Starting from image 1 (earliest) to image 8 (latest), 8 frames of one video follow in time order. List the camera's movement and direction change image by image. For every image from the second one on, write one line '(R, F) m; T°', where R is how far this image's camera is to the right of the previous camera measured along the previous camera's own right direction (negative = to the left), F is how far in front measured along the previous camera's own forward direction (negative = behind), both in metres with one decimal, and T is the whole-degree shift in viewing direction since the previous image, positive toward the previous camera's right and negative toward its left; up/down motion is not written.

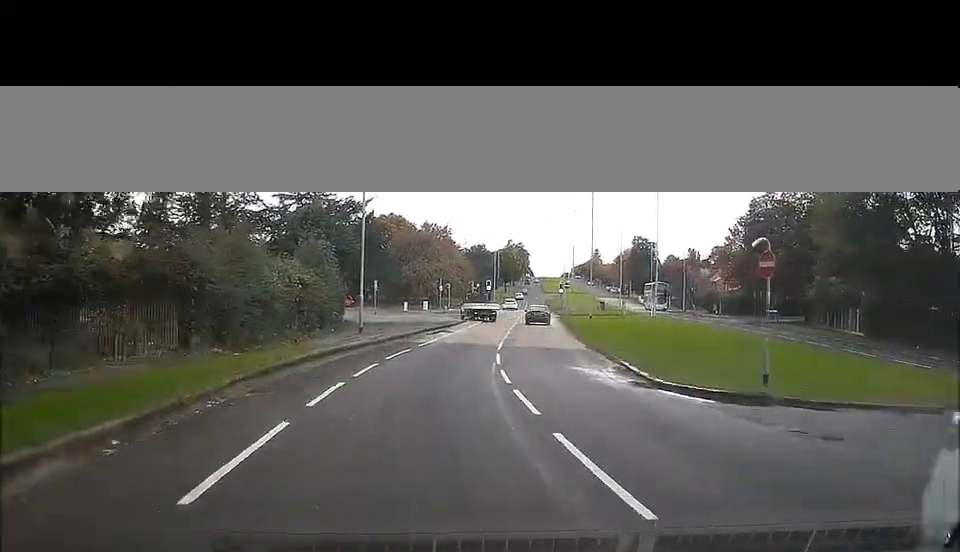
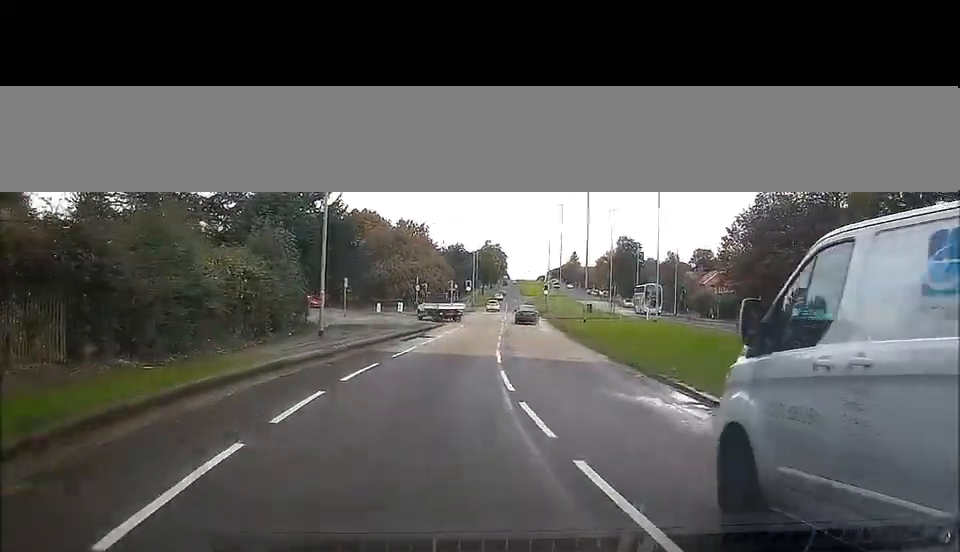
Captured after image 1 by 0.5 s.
(0.0, +7.2) m; +1°
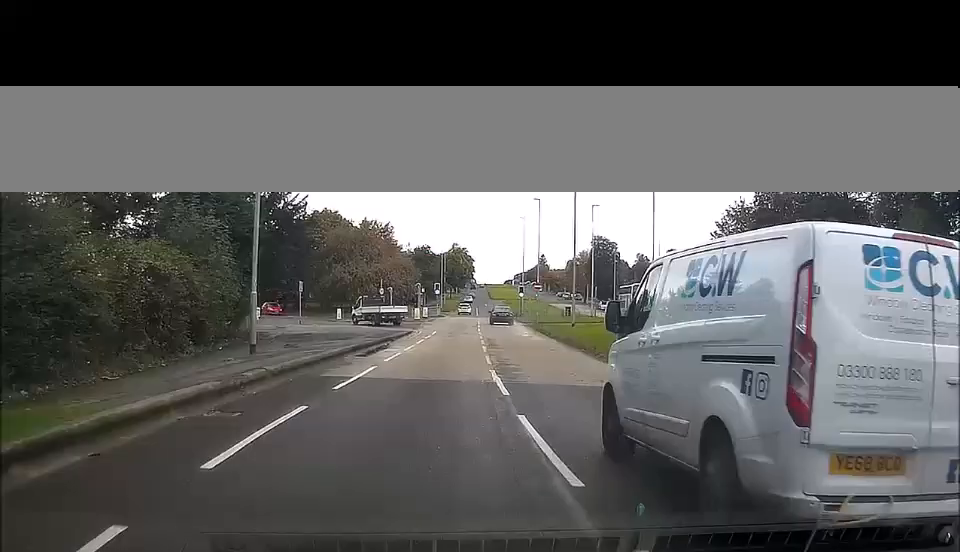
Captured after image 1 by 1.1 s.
(-0.2, +7.7) m; +1°
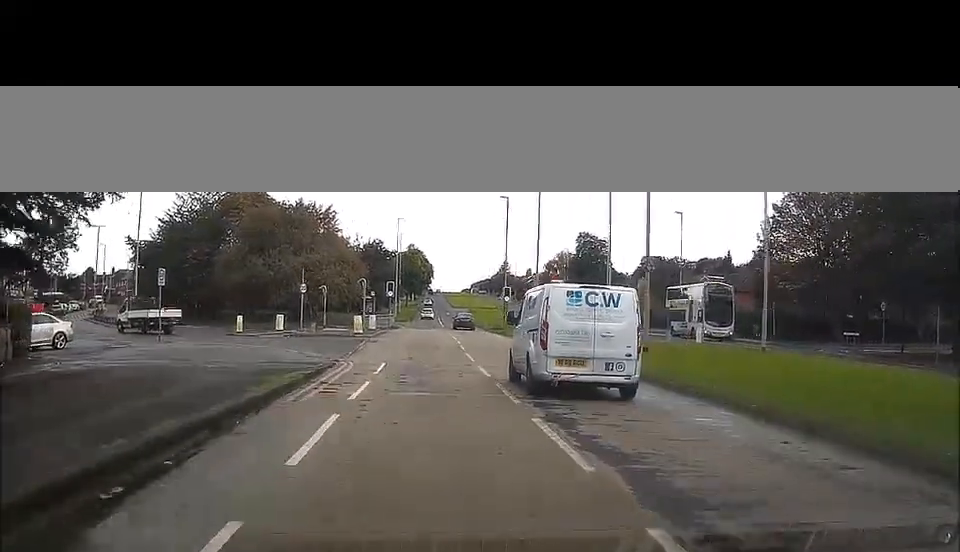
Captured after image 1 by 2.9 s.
(+1.8, +25.3) m; +5°
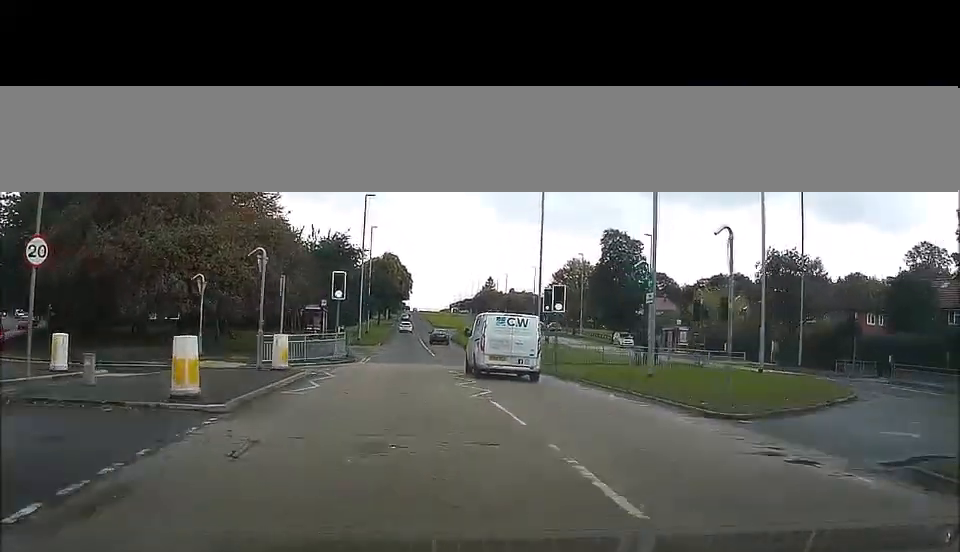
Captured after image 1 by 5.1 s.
(-0.3, +31.1) m; +2°
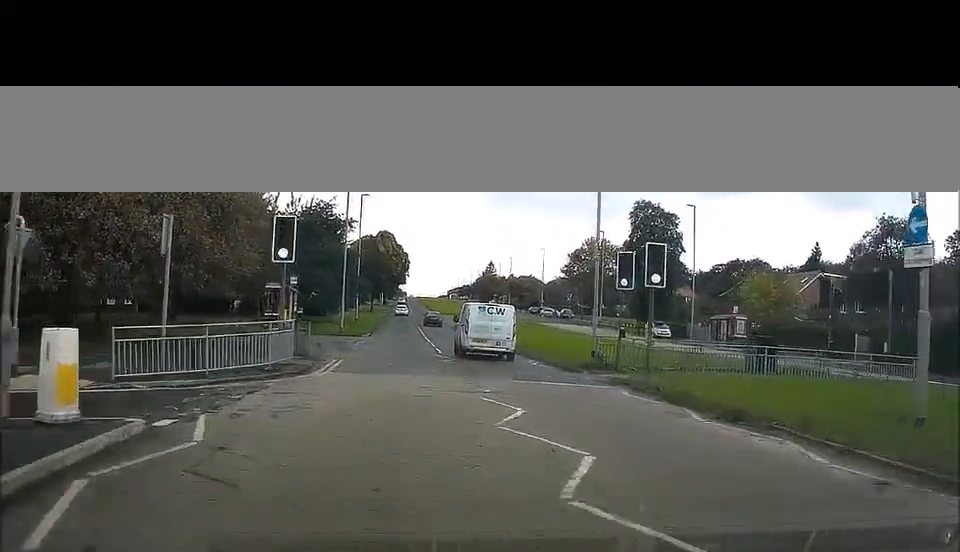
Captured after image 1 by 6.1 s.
(+0.5, +14.4) m; +1°
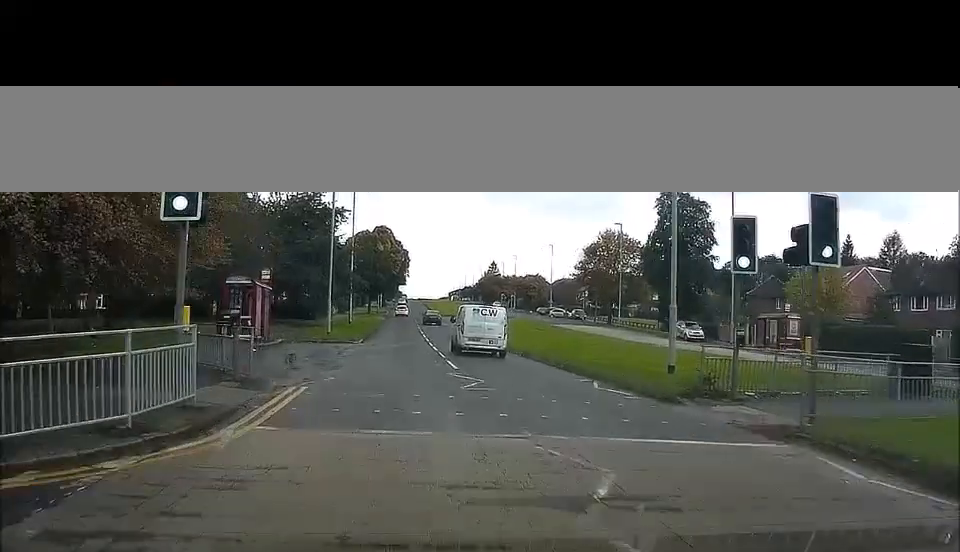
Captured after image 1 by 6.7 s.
(-0.1, +9.1) m; 0°
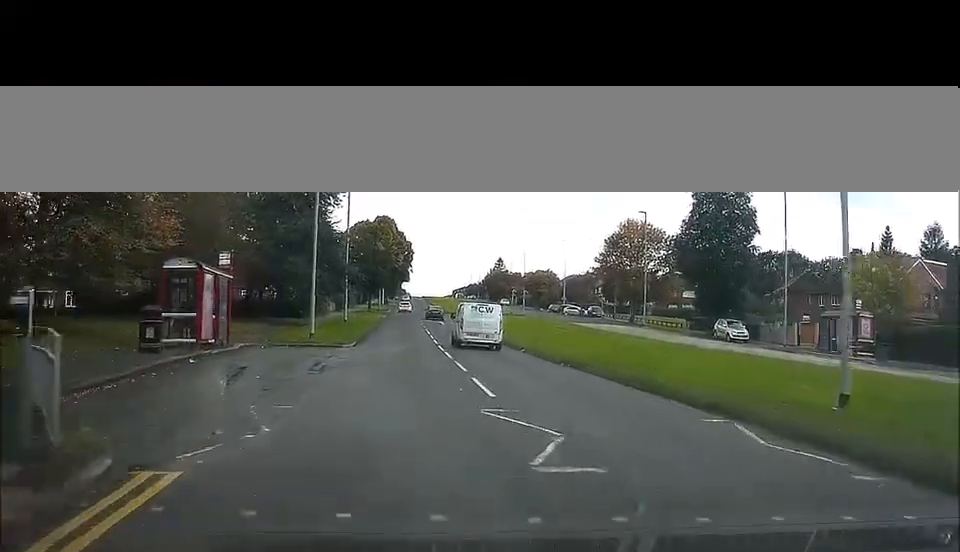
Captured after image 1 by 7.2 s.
(-0.1, +8.7) m; 0°
